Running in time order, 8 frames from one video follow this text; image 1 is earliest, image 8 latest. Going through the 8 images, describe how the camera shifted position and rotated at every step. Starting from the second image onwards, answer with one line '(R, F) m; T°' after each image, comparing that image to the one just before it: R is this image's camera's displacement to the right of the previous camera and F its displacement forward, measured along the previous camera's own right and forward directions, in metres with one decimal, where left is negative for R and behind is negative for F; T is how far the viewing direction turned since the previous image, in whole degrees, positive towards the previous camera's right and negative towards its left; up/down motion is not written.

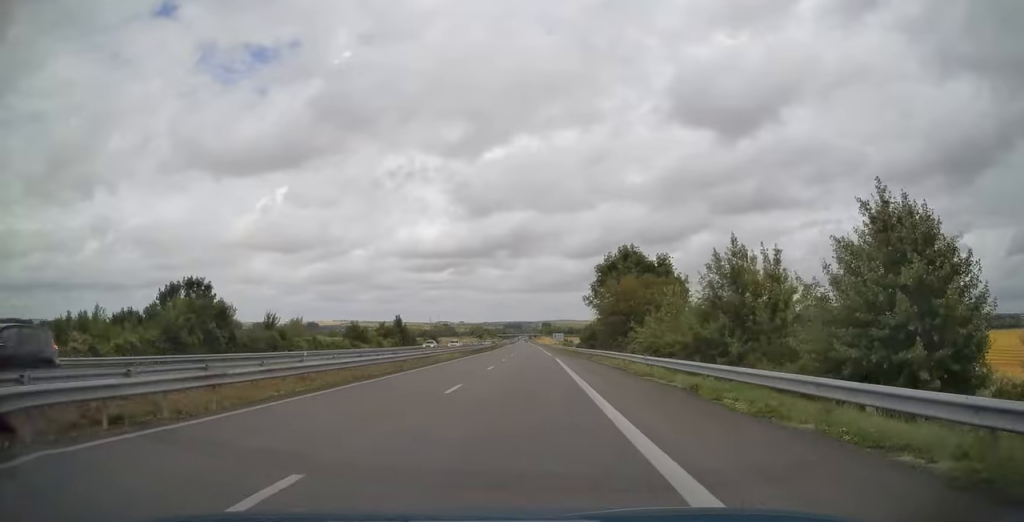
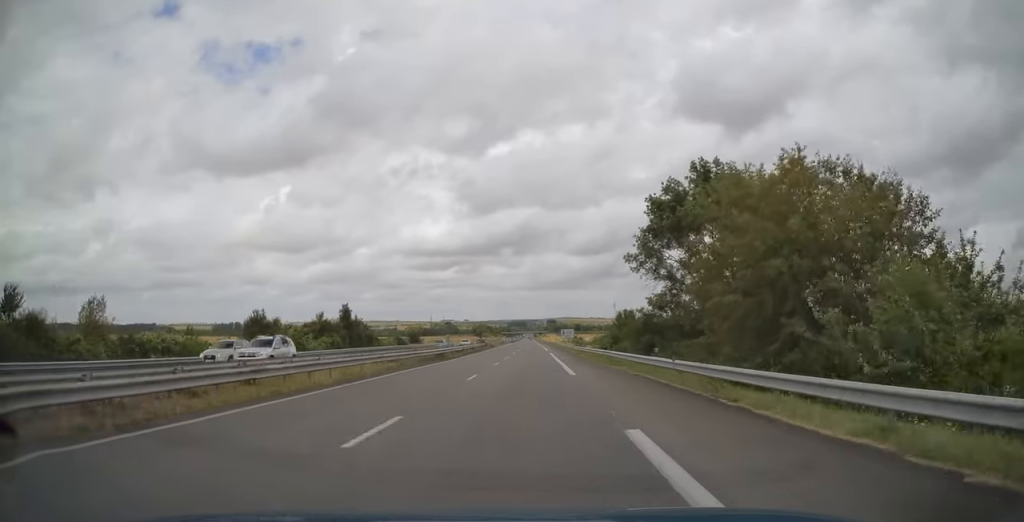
(-0.1, +33.8) m; 0°
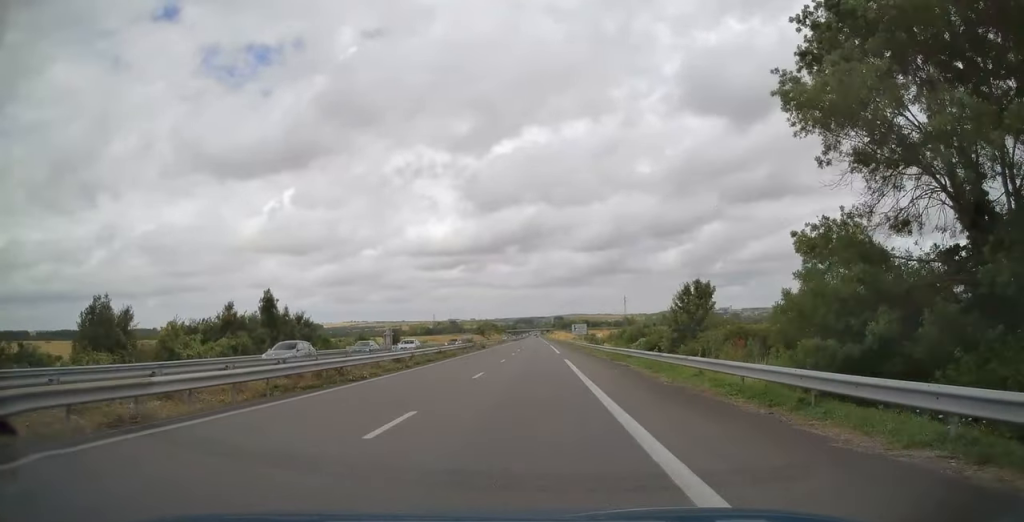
(-0.1, +25.3) m; 0°
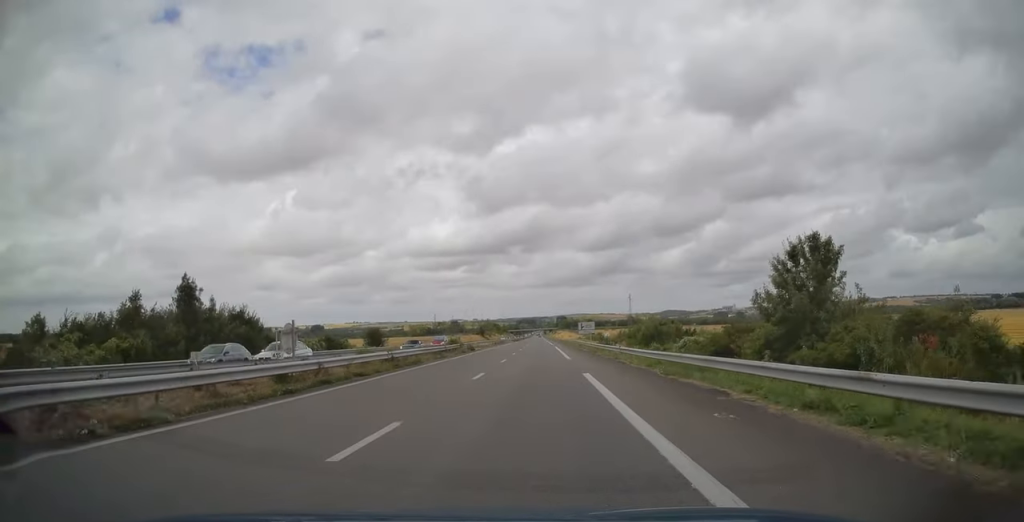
(0.0, +14.6) m; 0°
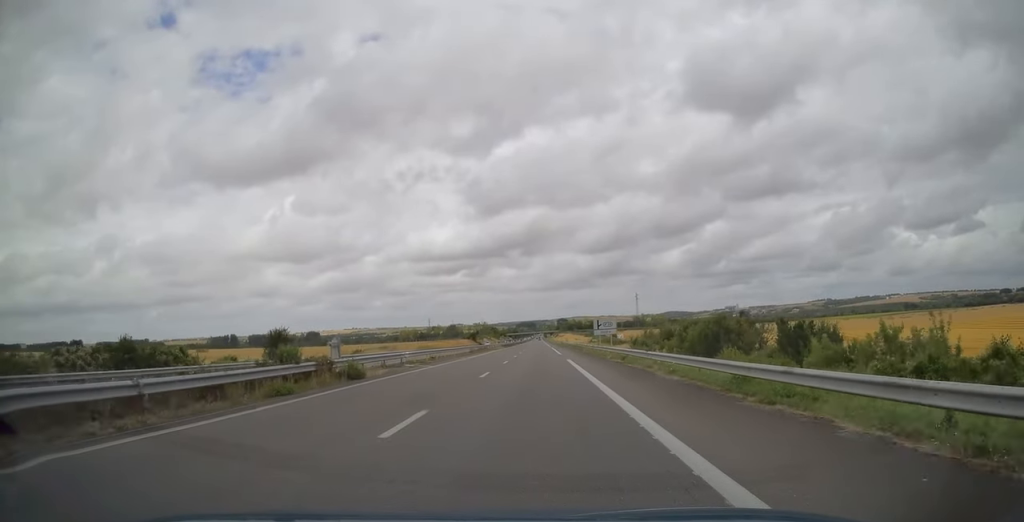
(-0.1, +37.3) m; 0°
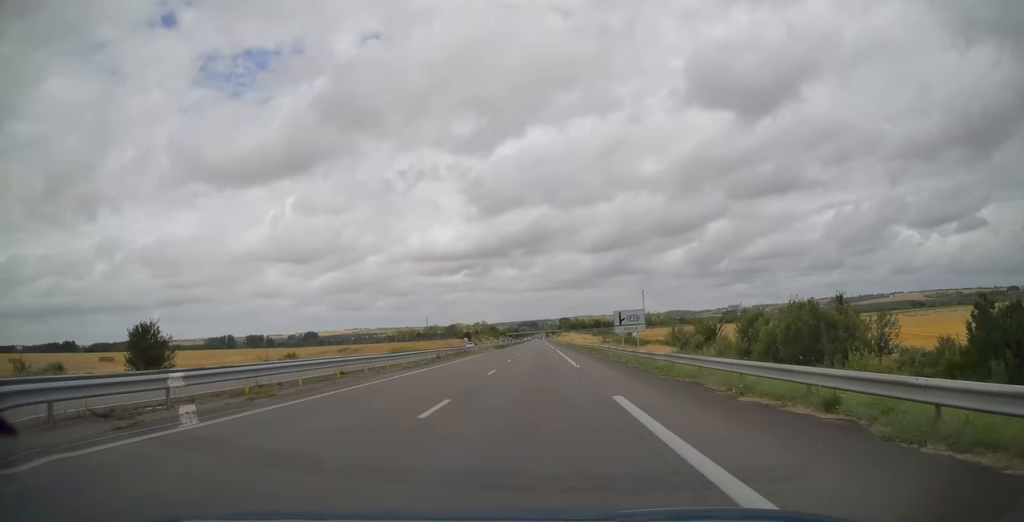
(-0.1, +23.7) m; 0°
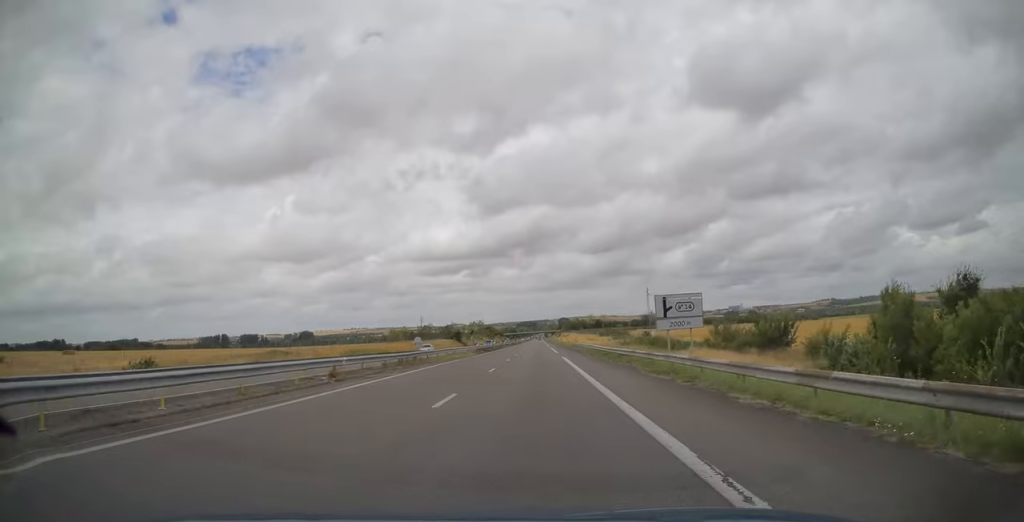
(+0.1, +24.3) m; 0°
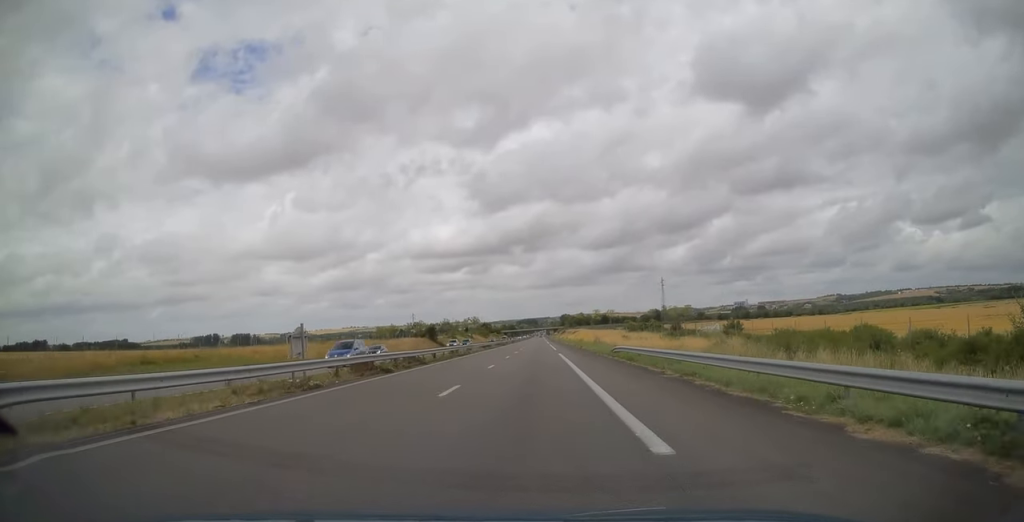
(-0.1, +49.4) m; 0°
